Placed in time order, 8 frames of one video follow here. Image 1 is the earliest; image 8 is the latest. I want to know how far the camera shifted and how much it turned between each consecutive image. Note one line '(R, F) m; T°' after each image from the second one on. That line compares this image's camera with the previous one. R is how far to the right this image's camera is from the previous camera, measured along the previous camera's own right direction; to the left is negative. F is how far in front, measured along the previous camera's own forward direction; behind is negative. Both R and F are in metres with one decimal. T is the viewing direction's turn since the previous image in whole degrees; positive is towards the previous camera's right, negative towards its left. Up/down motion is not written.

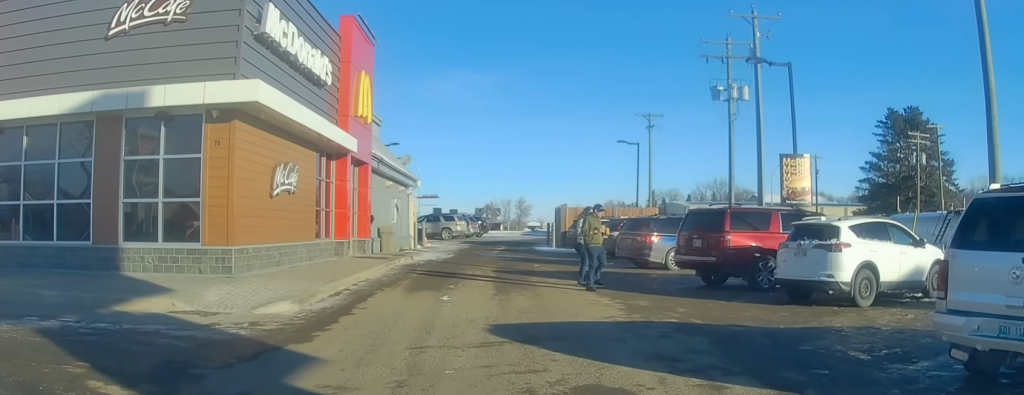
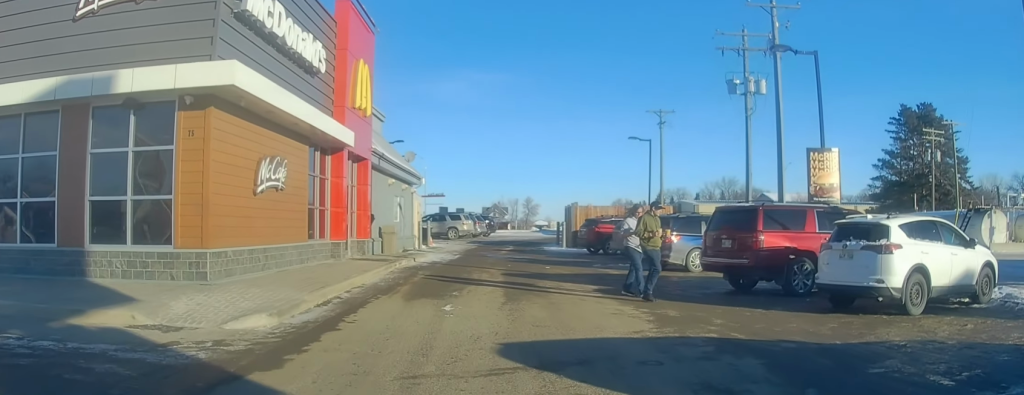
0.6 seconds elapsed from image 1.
(0.0, +1.5) m; 0°
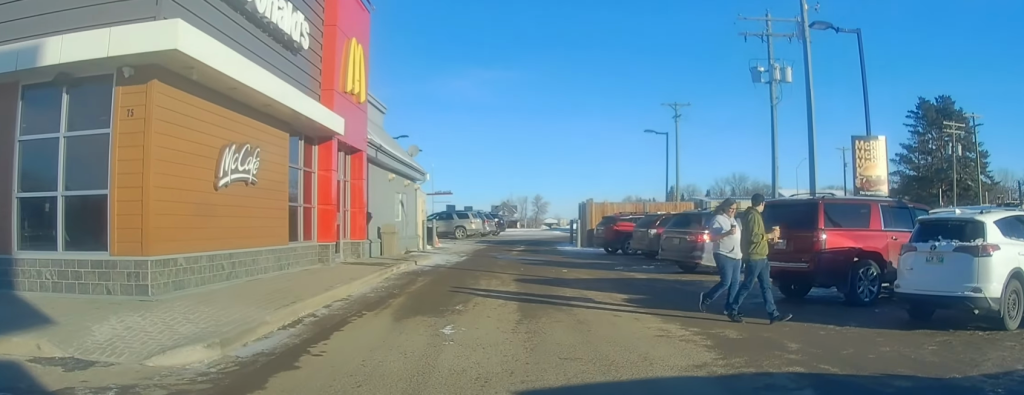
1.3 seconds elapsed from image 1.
(0.0, +2.2) m; 0°
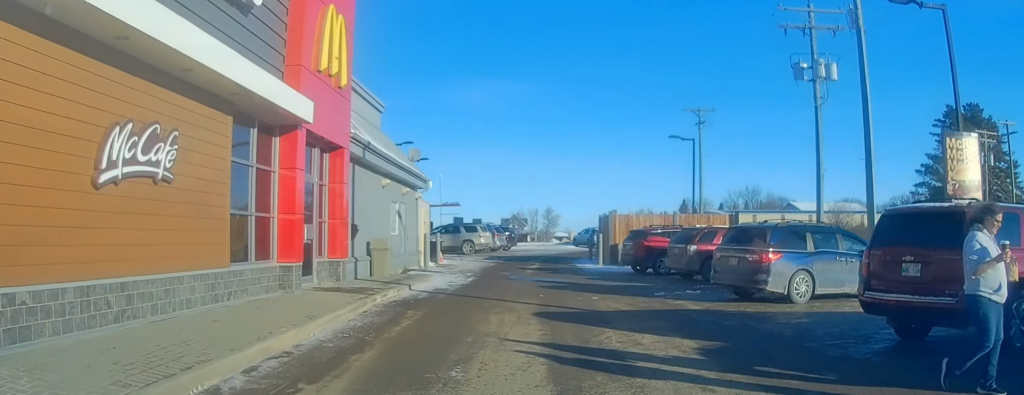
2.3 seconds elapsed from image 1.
(0.0, +3.6) m; 0°
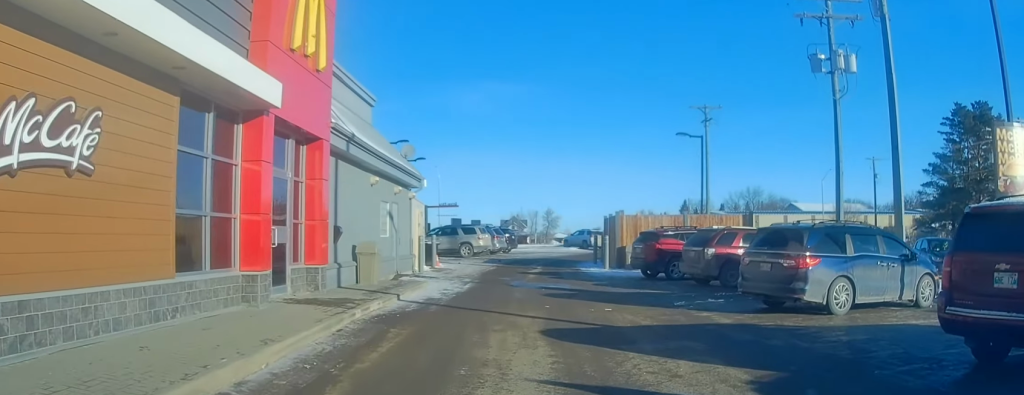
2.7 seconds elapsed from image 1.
(0.0, +1.9) m; 0°
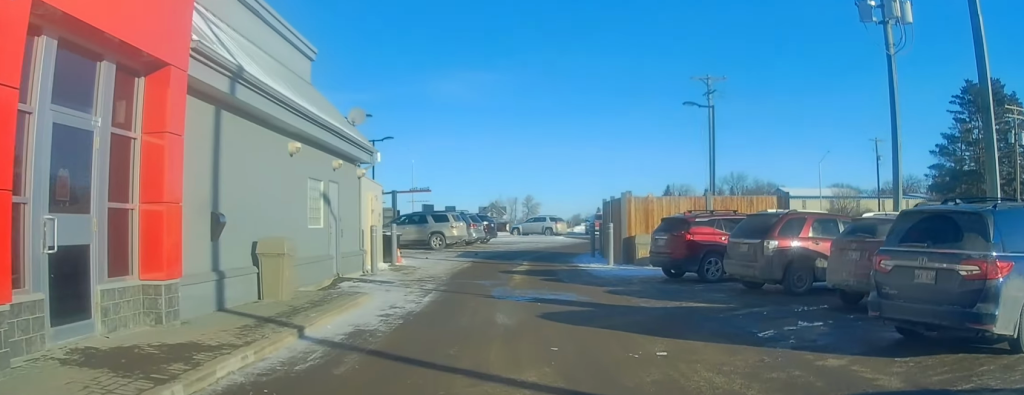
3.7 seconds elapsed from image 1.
(0.0, +5.7) m; 0°
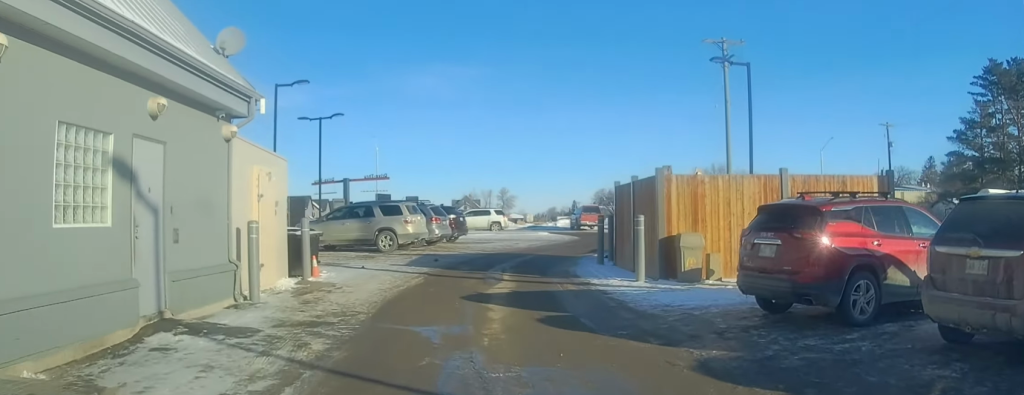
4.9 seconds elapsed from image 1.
(0.0, +8.2) m; +3°
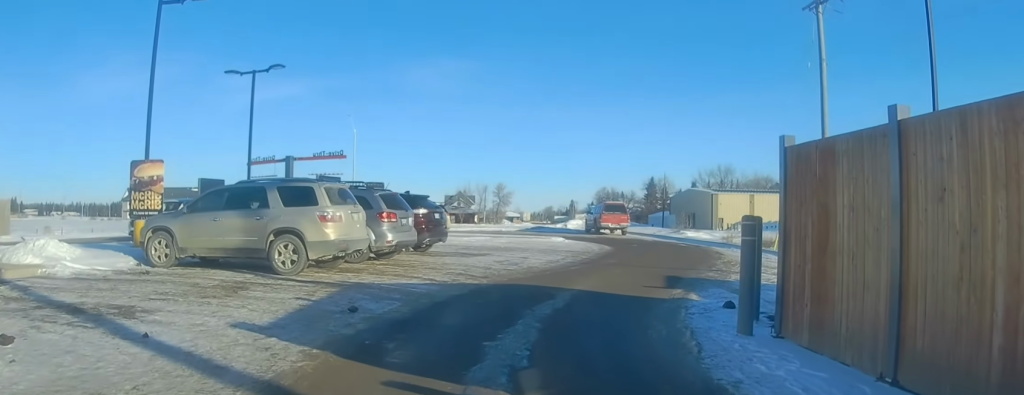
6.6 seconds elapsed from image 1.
(+0.4, +12.4) m; -1°
